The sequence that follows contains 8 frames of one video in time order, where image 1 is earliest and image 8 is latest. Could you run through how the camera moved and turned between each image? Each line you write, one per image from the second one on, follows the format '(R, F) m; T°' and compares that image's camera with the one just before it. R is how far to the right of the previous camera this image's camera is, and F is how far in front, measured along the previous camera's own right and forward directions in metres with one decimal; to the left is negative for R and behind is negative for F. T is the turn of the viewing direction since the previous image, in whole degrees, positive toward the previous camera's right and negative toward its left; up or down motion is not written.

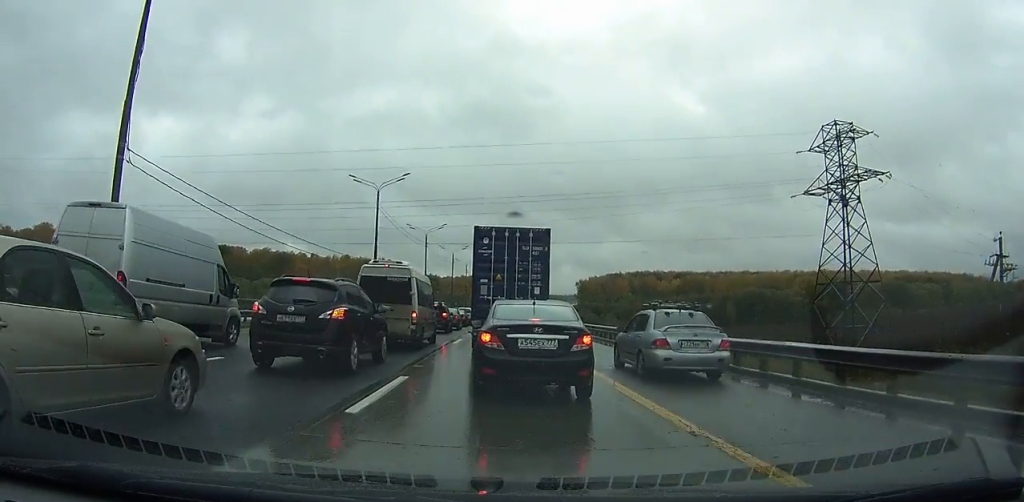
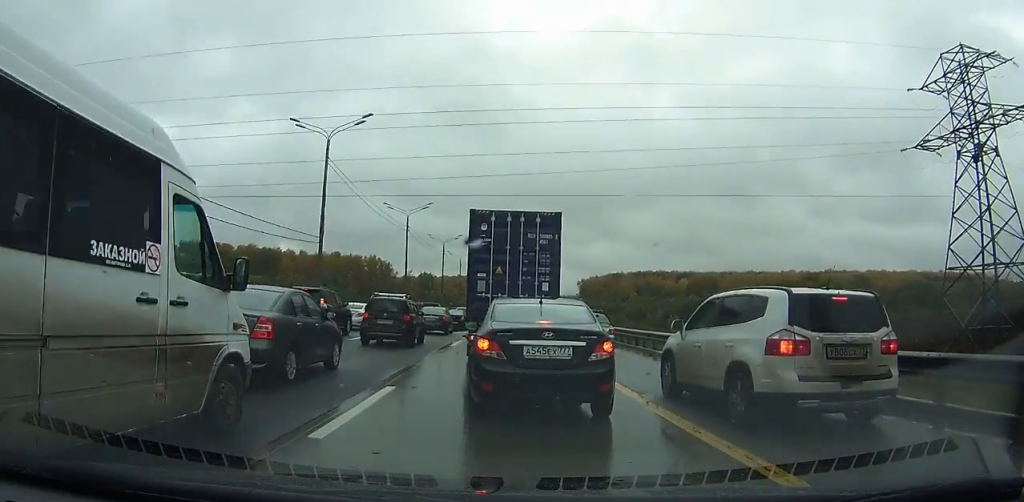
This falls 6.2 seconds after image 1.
(+0.2, +17.7) m; +1°
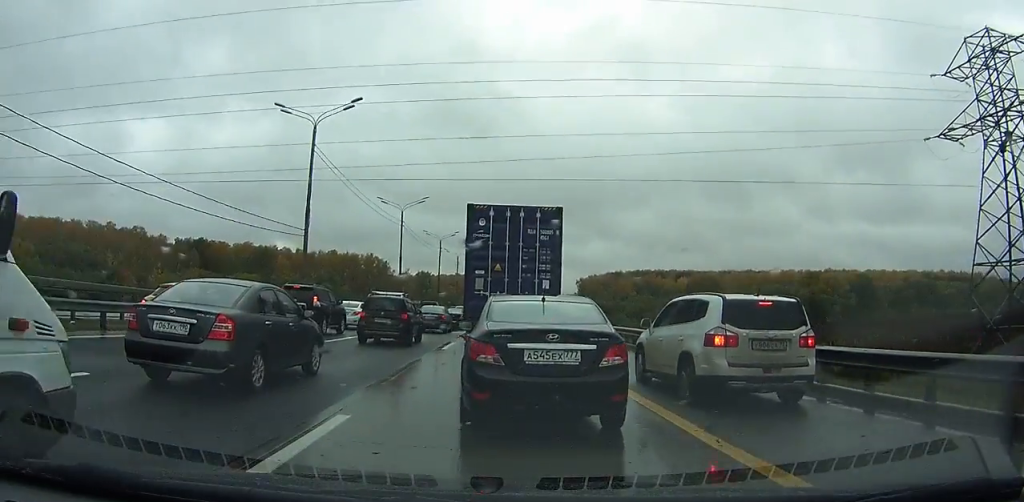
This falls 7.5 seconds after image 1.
(0.0, +3.2) m; 0°
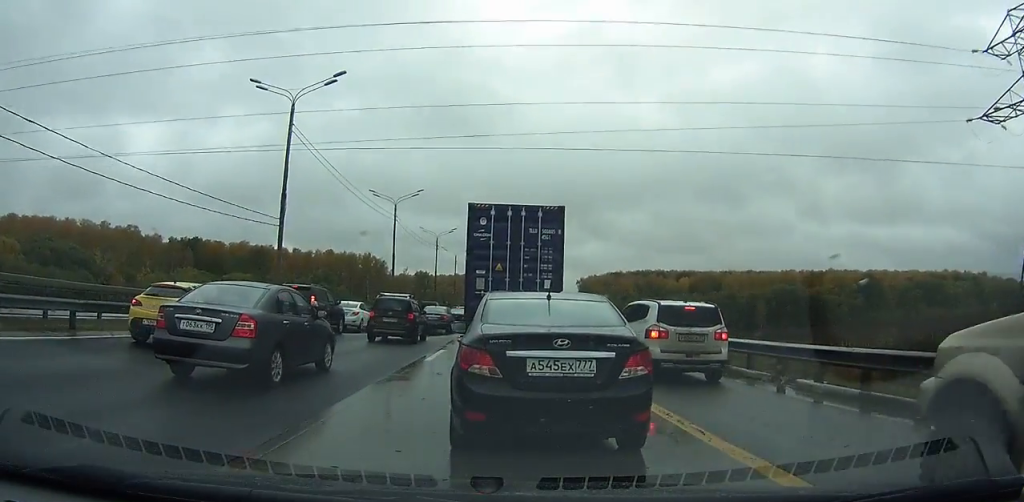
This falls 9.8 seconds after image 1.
(0.0, +5.0) m; -1°
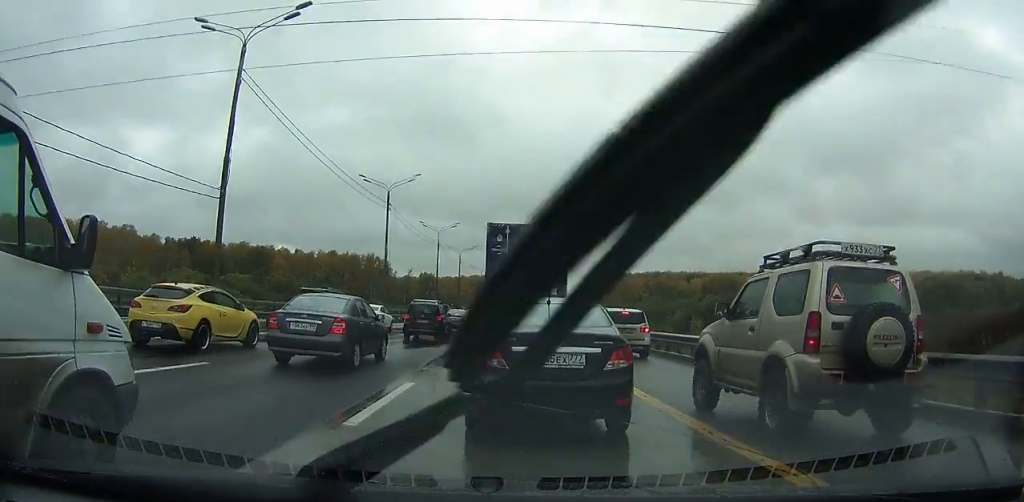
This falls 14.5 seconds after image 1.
(-0.3, +10.2) m; -4°
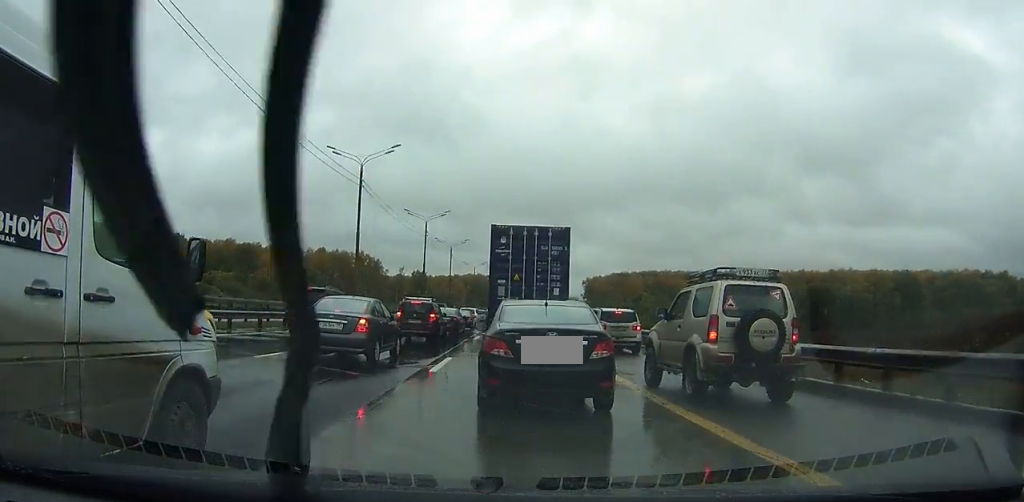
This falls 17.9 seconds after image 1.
(-0.1, +8.7) m; 0°
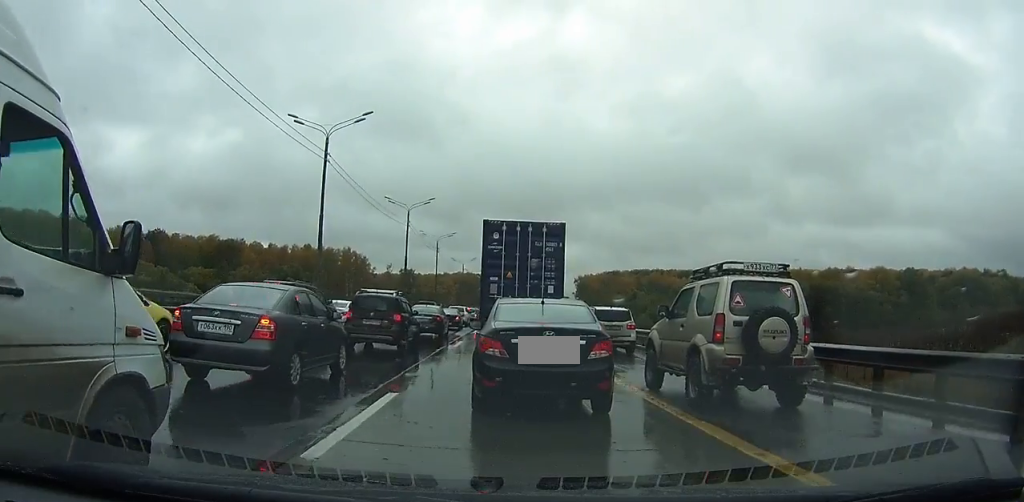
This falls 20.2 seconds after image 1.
(0.0, +6.8) m; +1°
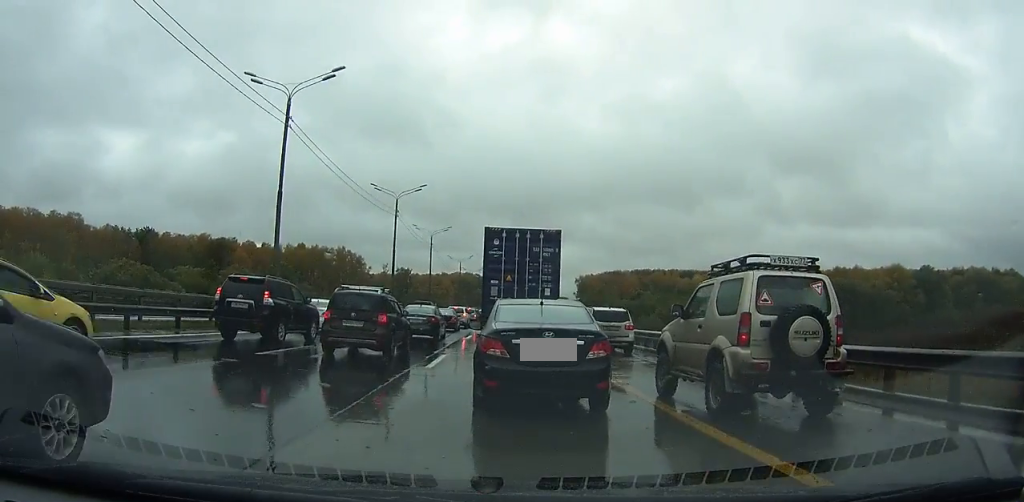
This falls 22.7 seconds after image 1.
(+0.1, +7.9) m; +2°
